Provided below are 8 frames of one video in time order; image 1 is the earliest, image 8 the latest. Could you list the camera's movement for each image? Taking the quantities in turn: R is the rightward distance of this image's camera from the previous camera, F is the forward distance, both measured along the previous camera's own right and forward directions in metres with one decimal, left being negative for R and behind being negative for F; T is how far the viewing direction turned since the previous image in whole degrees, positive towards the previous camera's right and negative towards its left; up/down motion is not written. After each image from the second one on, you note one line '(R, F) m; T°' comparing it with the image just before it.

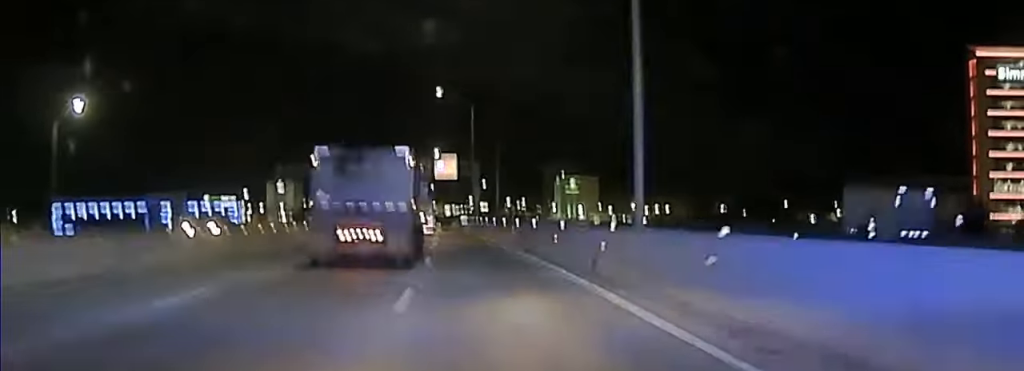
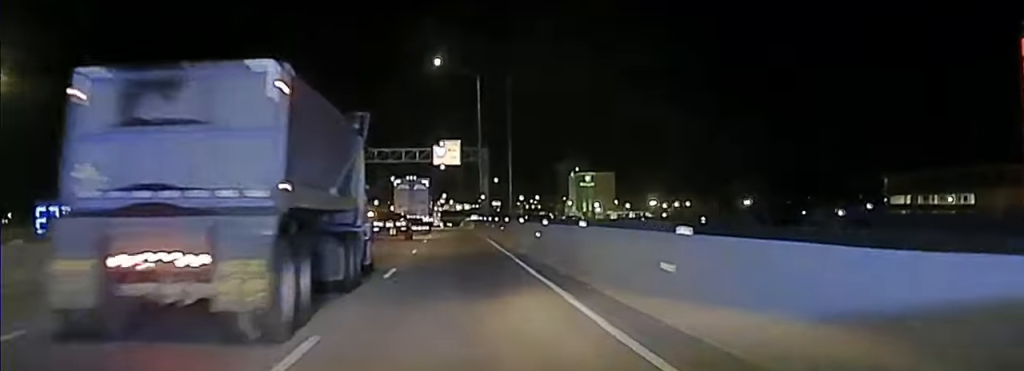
(+0.4, +14.9) m; +2°
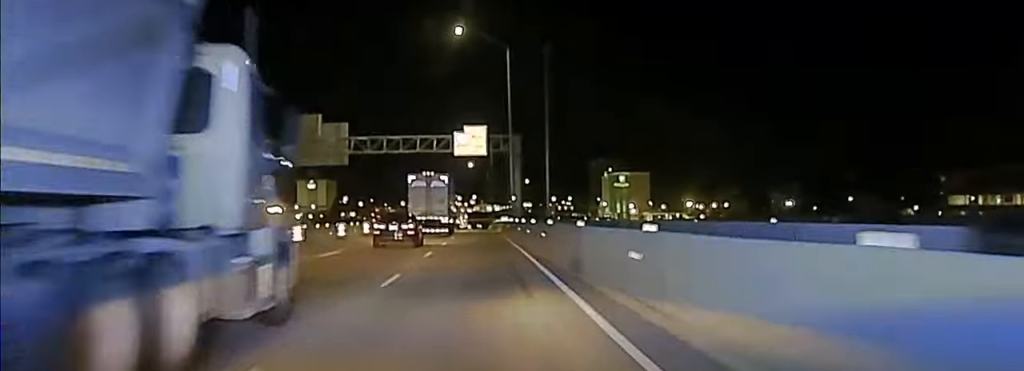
(+0.1, +12.0) m; -1°
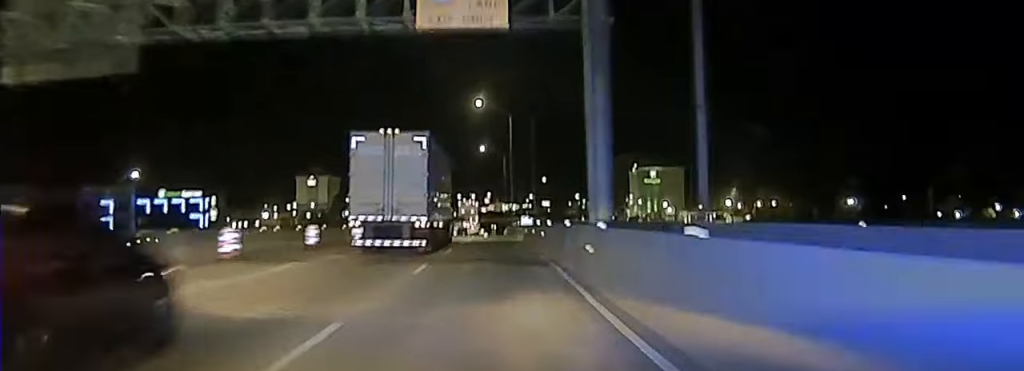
(-2.2, +37.7) m; -5°
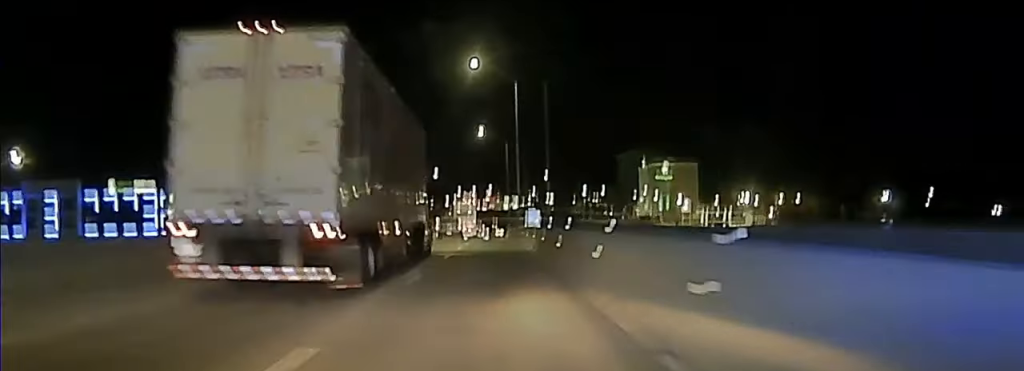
(+0.2, +23.0) m; +1°
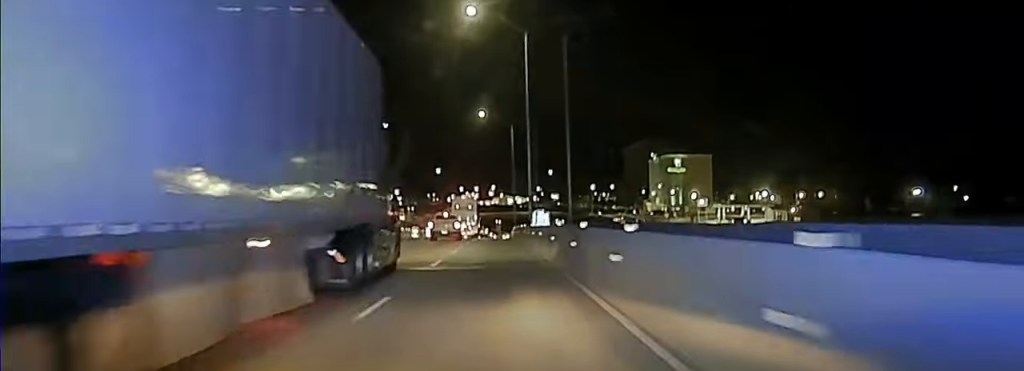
(+0.1, +17.7) m; 0°
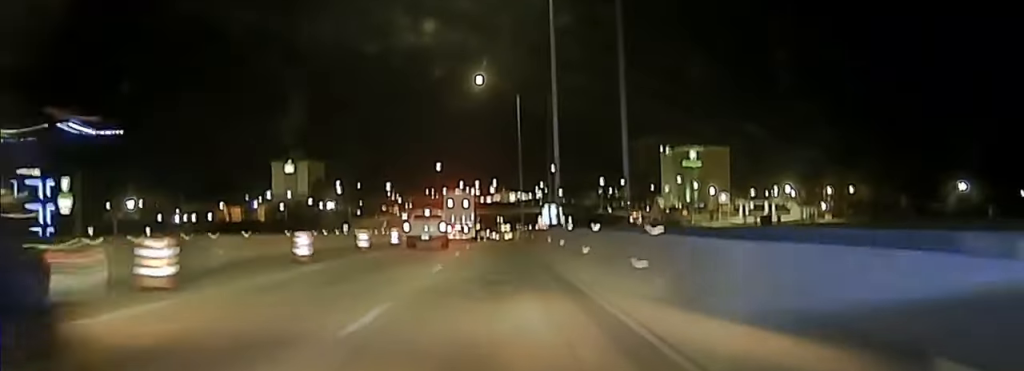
(+0.1, +26.4) m; 0°
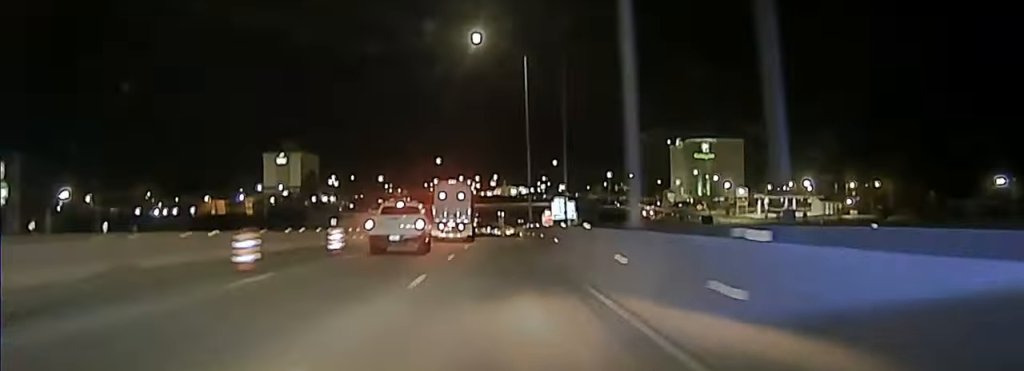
(0.0, +19.4) m; 0°
